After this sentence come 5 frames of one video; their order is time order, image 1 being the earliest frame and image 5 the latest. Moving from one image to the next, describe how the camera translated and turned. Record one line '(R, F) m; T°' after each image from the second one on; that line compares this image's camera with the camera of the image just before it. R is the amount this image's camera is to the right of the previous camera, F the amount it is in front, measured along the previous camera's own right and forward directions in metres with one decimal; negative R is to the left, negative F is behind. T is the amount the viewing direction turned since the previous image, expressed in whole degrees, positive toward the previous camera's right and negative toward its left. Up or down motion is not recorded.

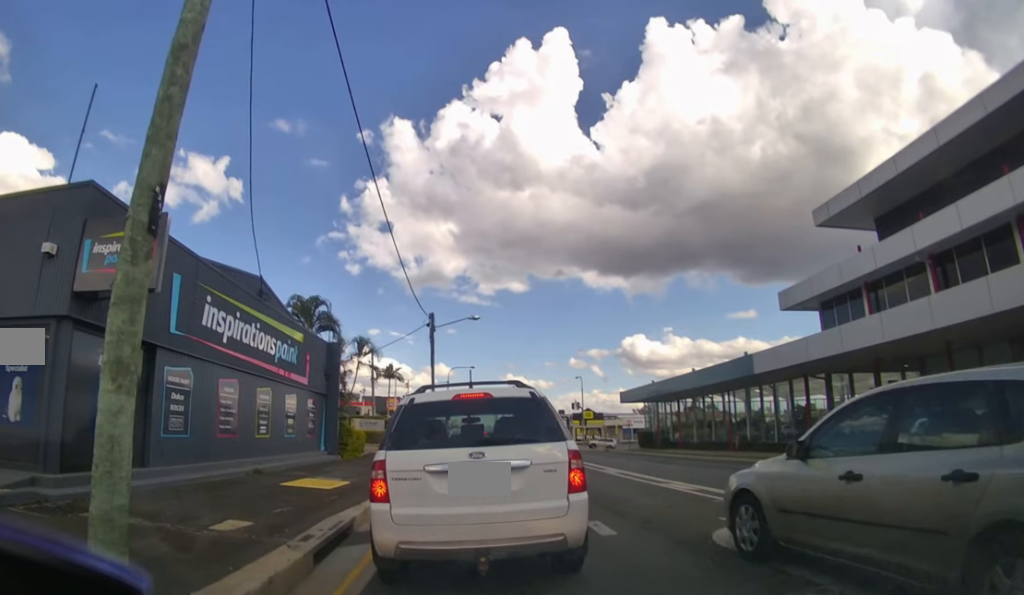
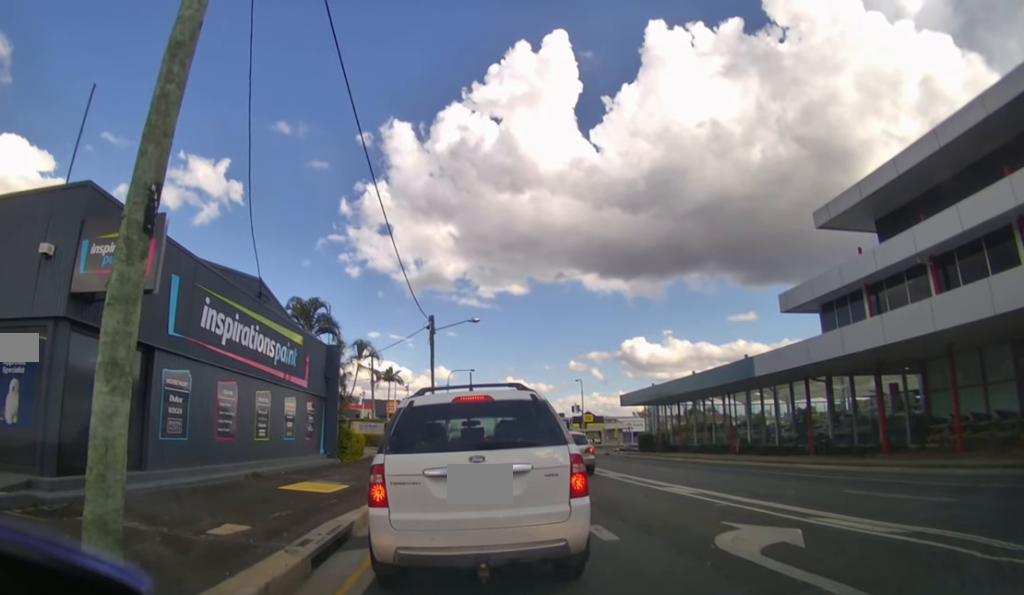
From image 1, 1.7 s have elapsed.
(+0.1, +0.6) m; 0°
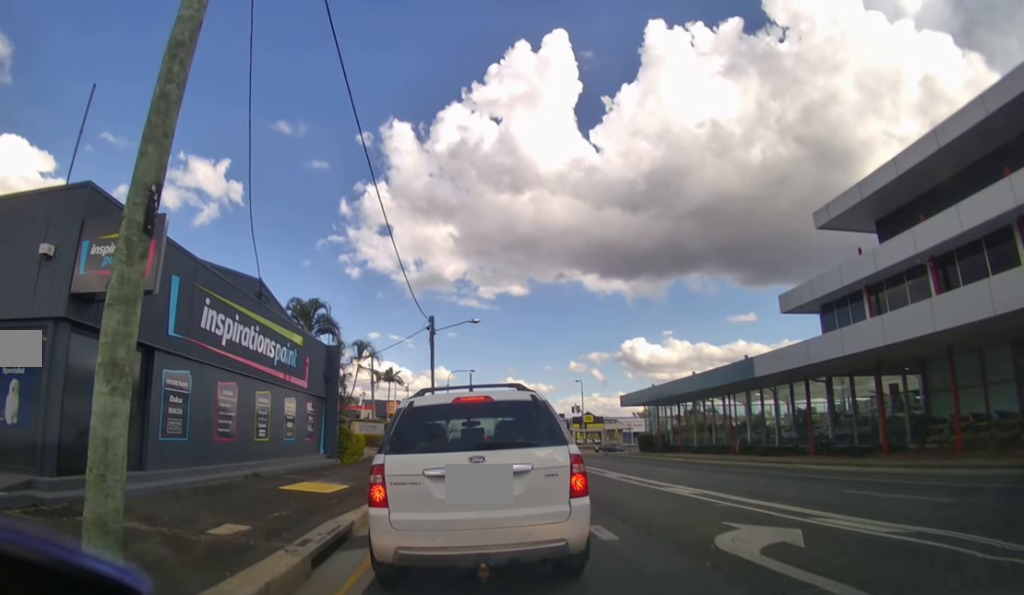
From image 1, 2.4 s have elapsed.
(0.0, 0.0) m; 0°
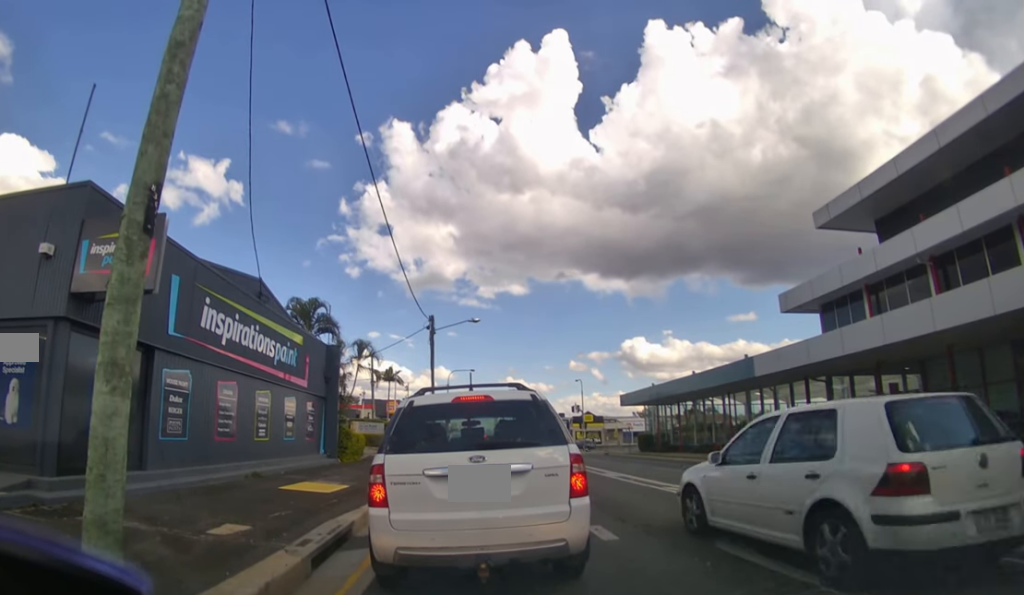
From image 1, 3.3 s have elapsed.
(0.0, 0.0) m; 0°
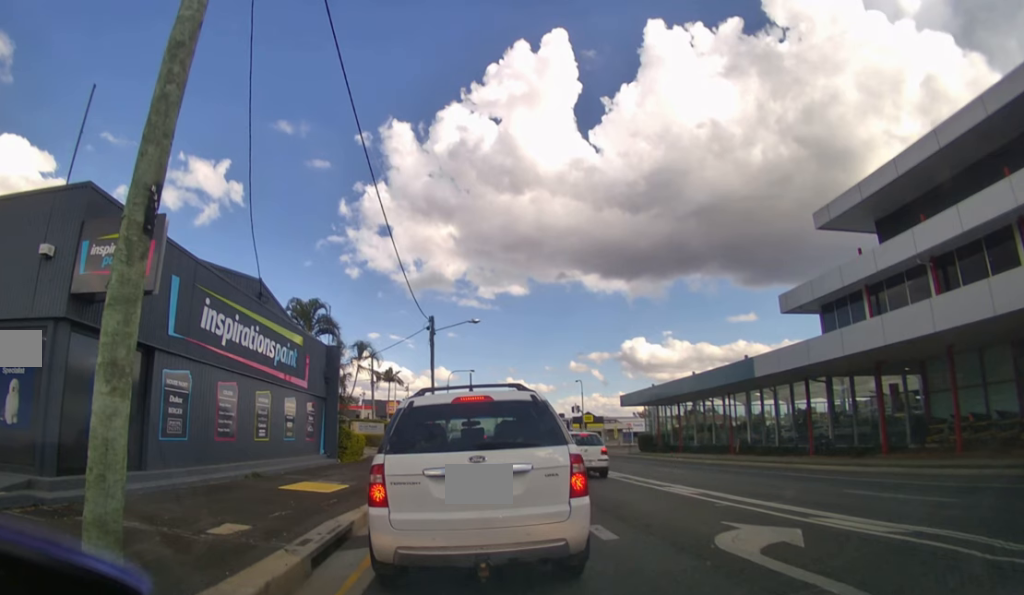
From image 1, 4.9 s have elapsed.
(0.0, 0.0) m; 0°
